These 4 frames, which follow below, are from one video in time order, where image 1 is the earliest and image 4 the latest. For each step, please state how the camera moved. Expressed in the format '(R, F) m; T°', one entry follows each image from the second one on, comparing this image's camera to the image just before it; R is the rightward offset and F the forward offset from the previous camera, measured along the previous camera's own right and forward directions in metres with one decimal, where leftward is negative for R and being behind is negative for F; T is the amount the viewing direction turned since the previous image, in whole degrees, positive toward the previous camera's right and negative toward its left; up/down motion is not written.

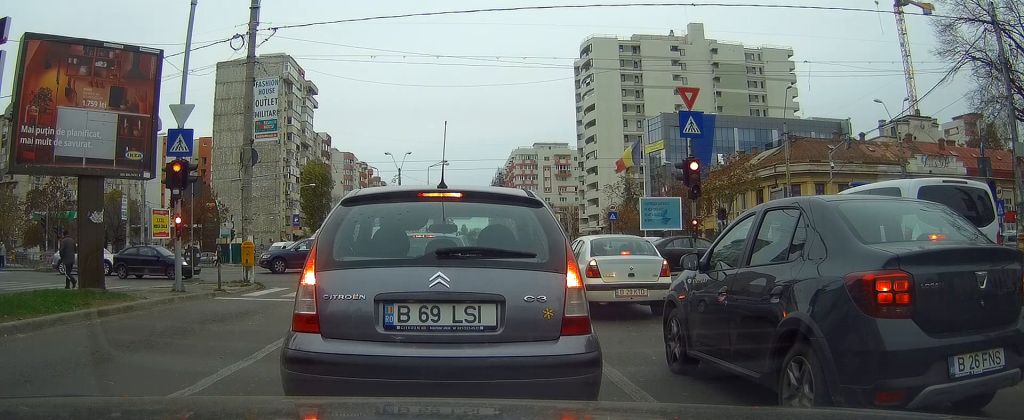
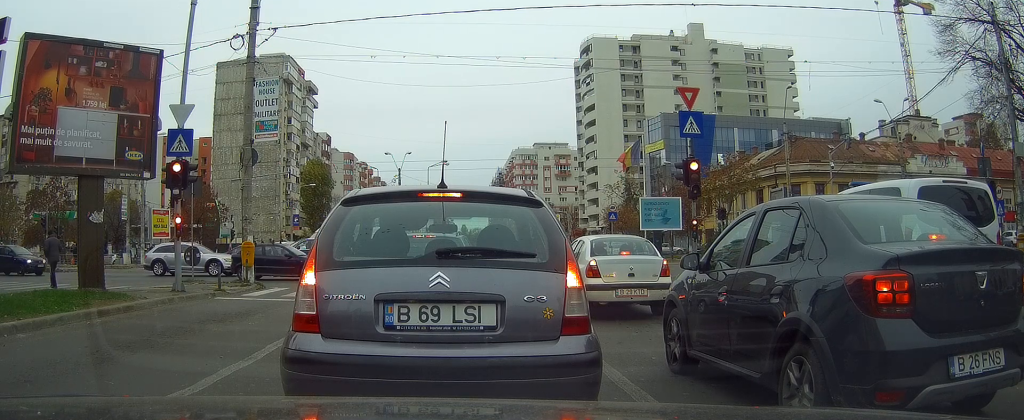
(0.0, 0.0) m; 0°
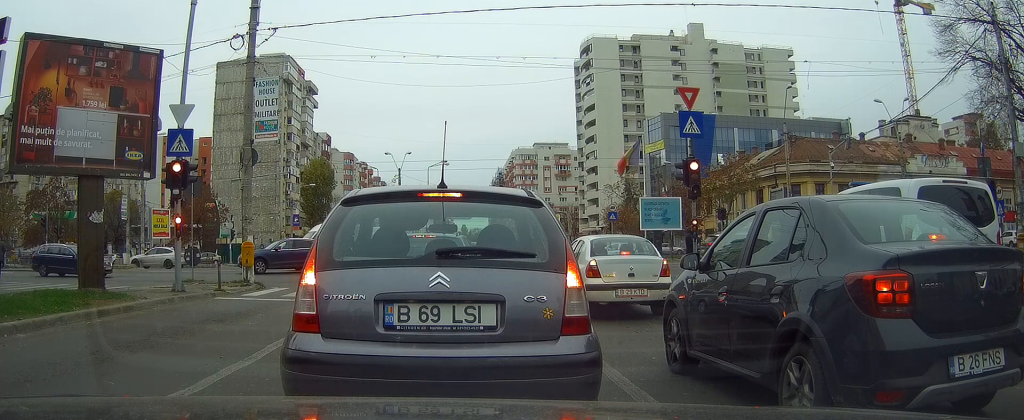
(0.0, 0.0) m; 0°
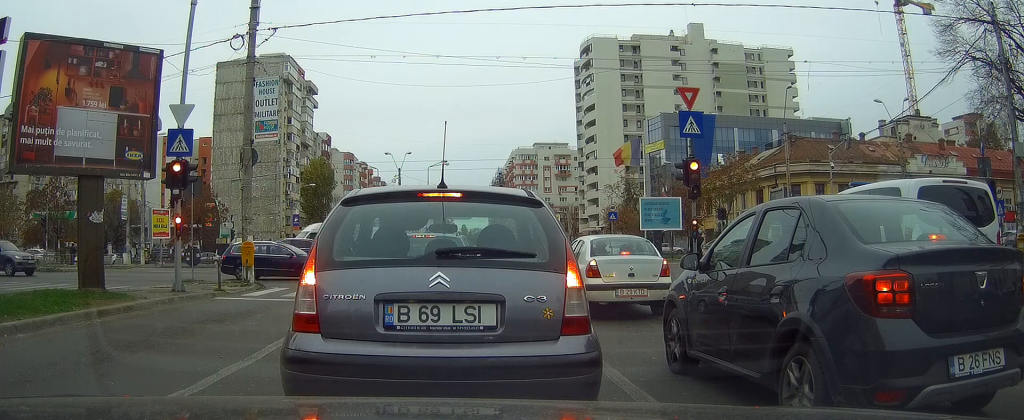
(0.0, 0.0) m; 0°
